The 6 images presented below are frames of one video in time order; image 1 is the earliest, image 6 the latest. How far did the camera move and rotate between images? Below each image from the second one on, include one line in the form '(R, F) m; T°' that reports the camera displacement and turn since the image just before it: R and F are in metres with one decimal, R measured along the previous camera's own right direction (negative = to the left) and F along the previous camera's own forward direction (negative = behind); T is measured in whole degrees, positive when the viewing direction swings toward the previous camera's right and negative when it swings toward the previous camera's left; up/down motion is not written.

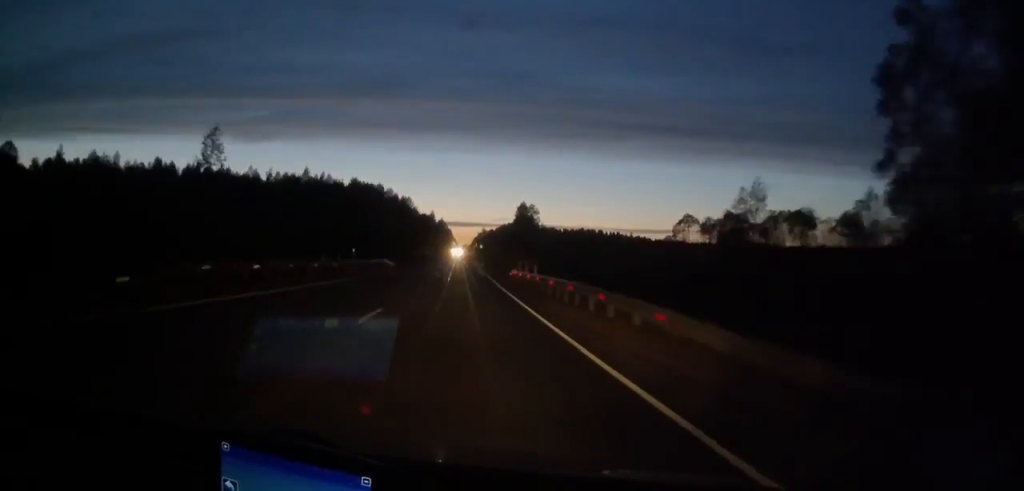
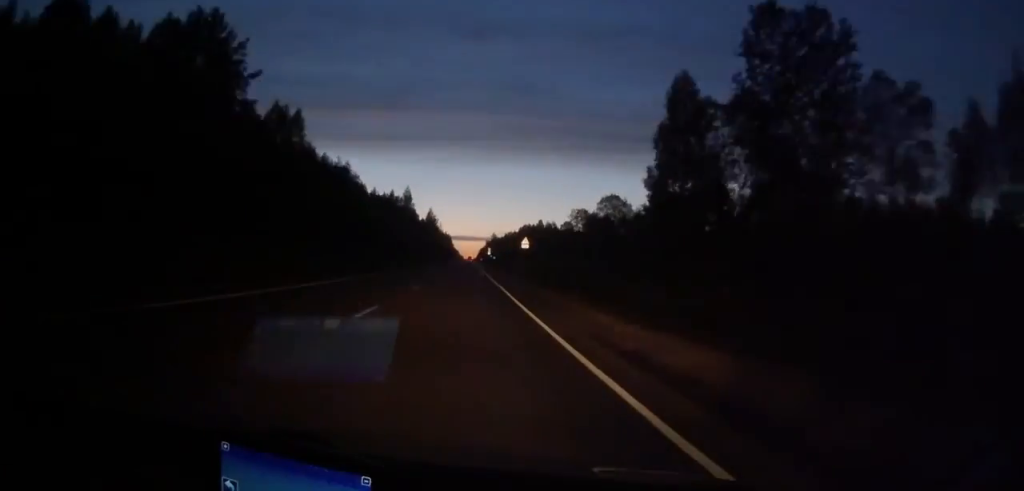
(0.0, +164.2) m; 0°
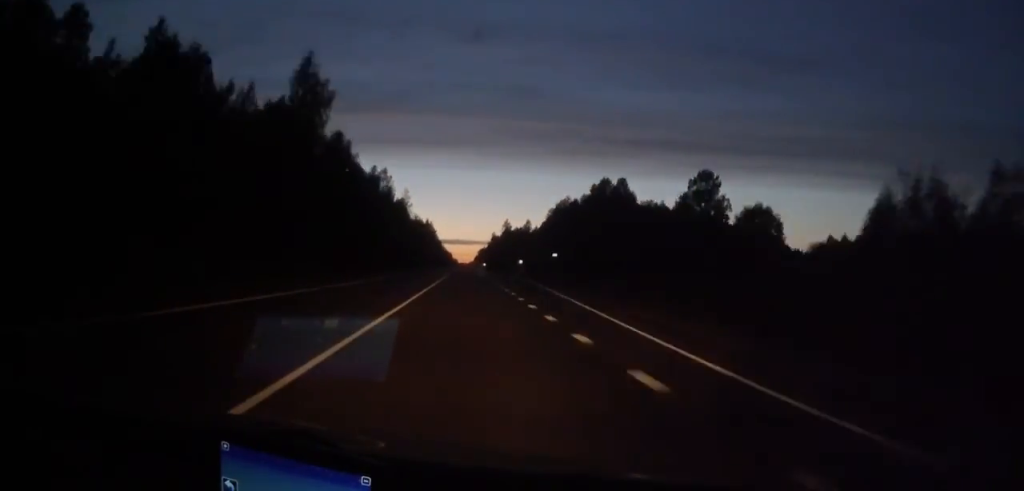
(0.0, +198.7) m; 0°
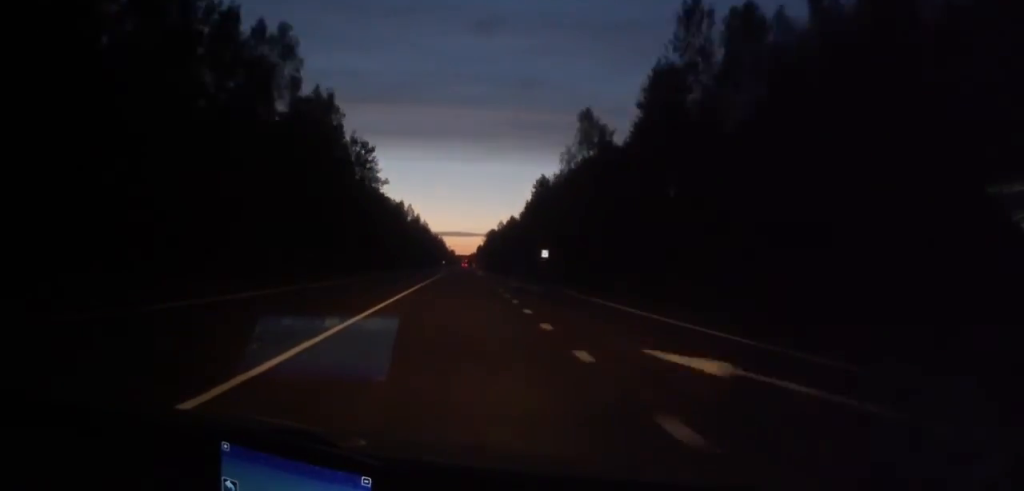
(-0.6, +241.1) m; 0°
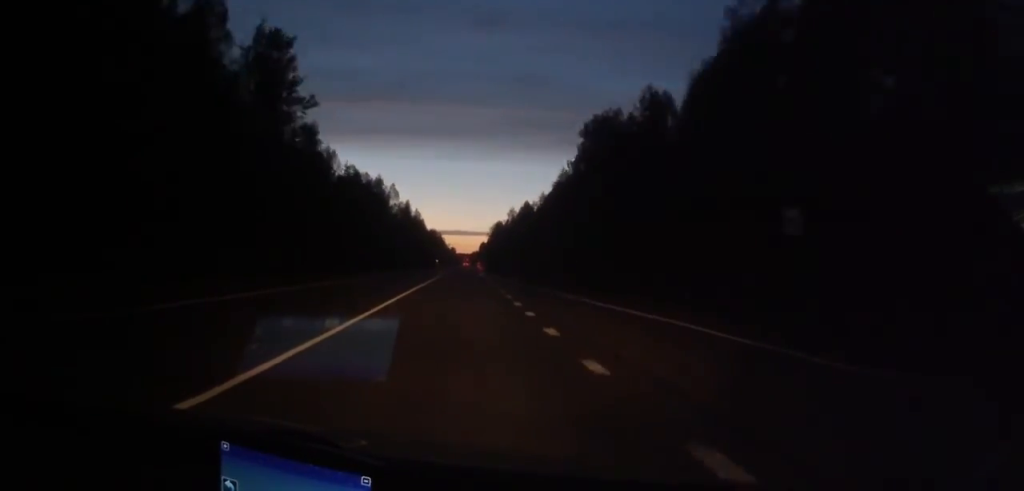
(+0.3, +55.3) m; 0°
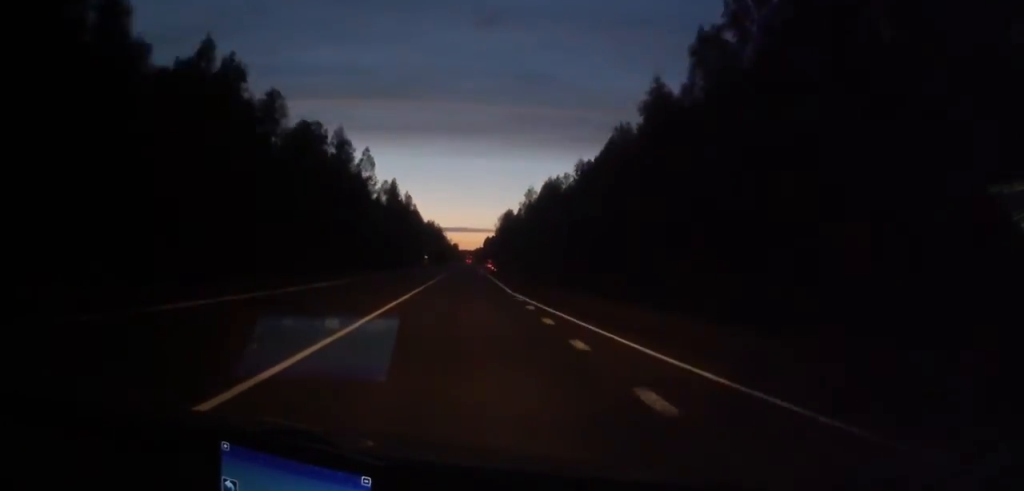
(+0.3, +48.4) m; 0°
